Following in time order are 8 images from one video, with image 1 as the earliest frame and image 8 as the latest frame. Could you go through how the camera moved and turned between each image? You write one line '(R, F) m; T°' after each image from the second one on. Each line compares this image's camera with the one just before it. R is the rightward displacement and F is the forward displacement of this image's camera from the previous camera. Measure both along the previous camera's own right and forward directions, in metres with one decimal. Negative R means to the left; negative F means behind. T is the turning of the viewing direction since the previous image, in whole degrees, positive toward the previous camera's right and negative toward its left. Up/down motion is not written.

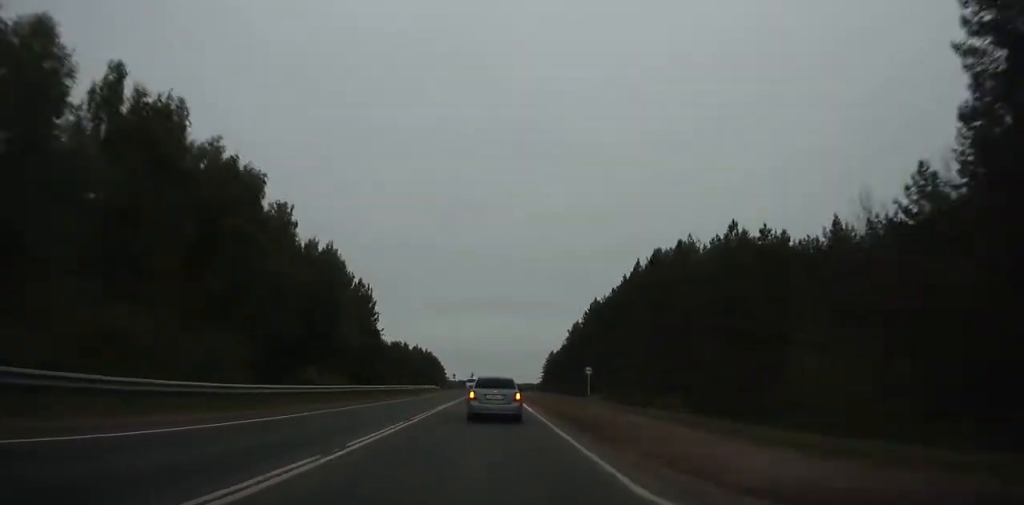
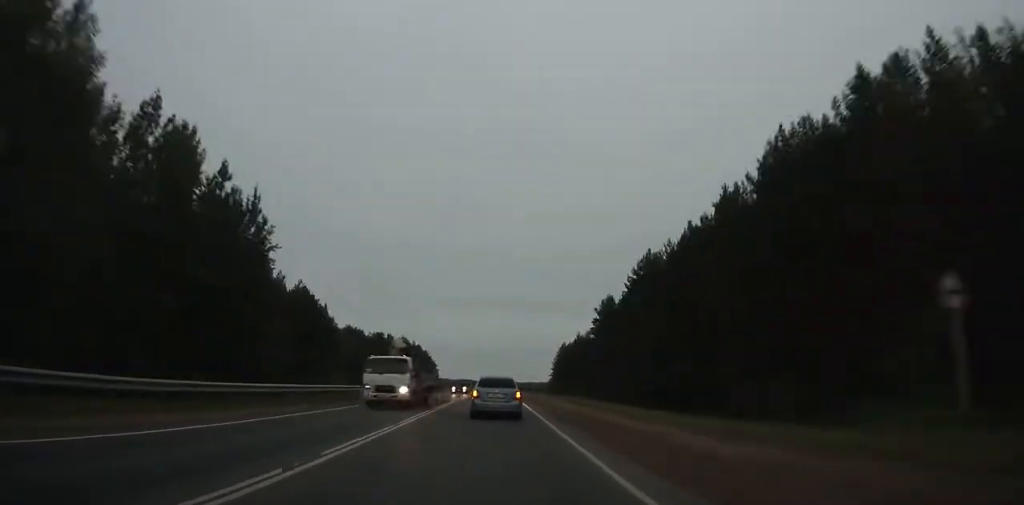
(+0.1, +40.5) m; 0°
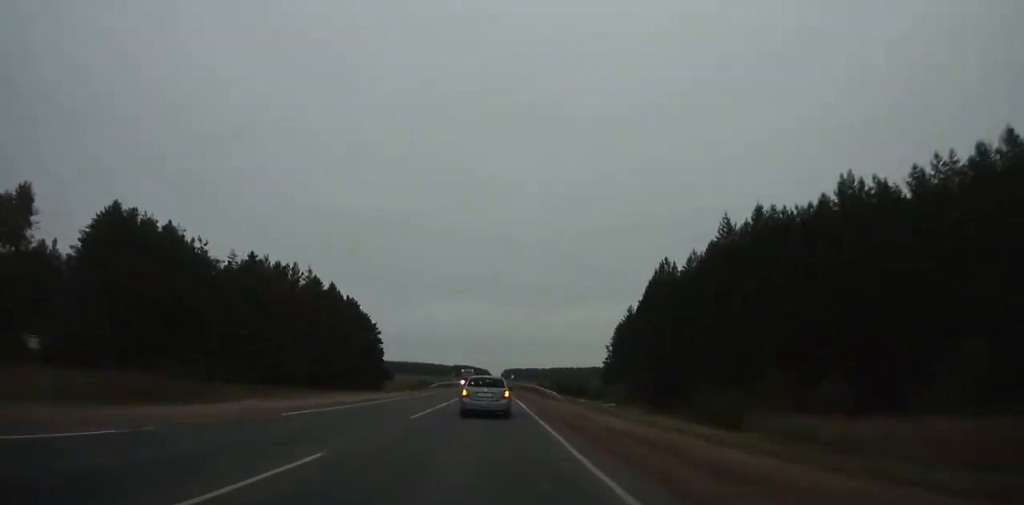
(+0.1, +122.0) m; 0°
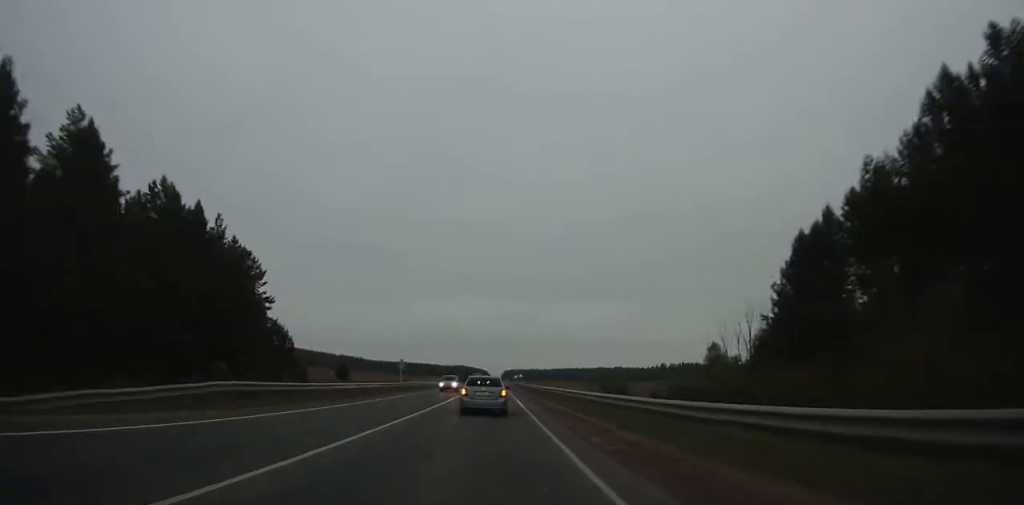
(-0.4, +71.9) m; -1°
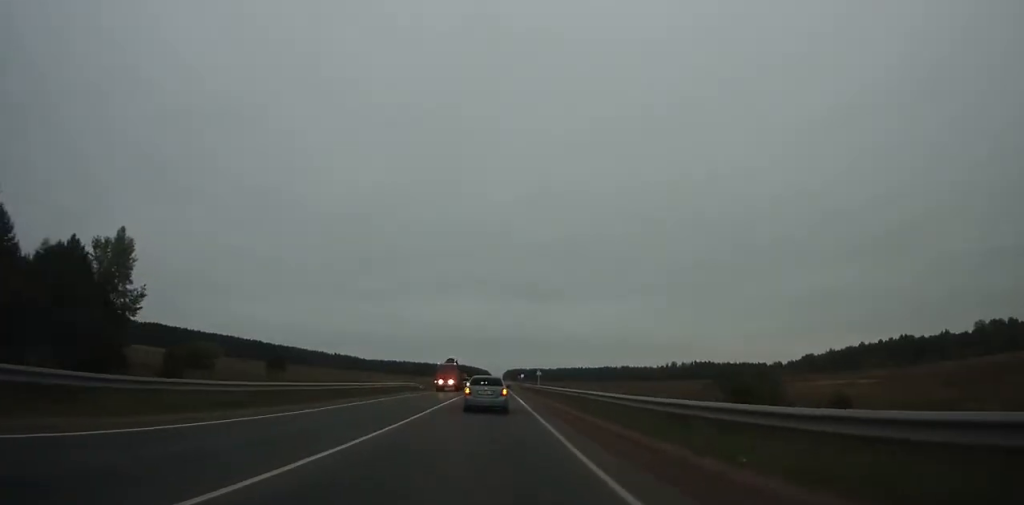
(0.0, +57.0) m; -1°
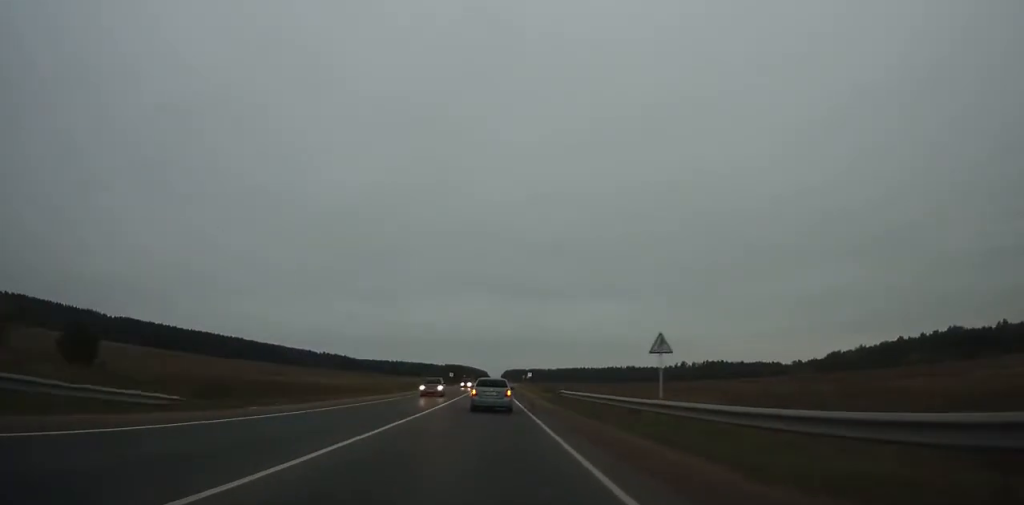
(-1.2, +60.8) m; -1°
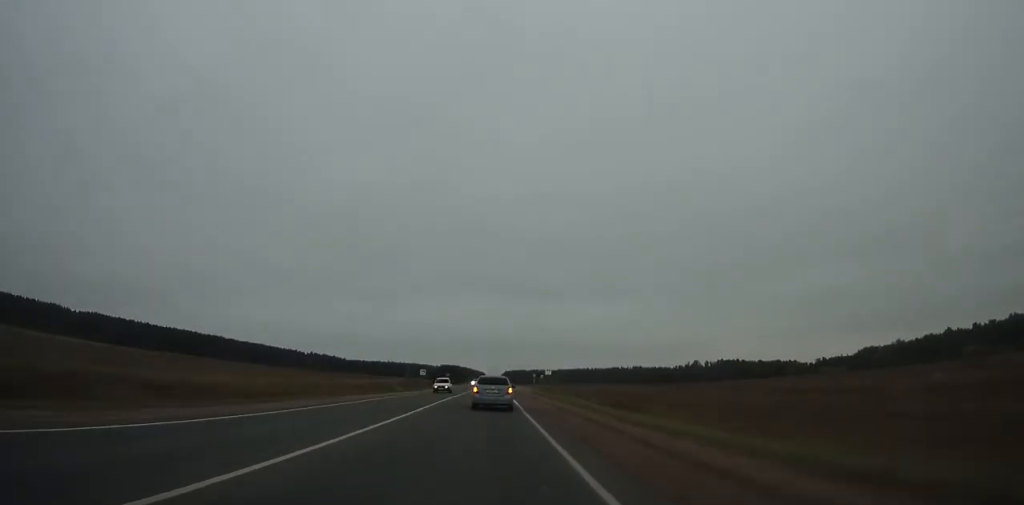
(+0.1, +61.9) m; 0°
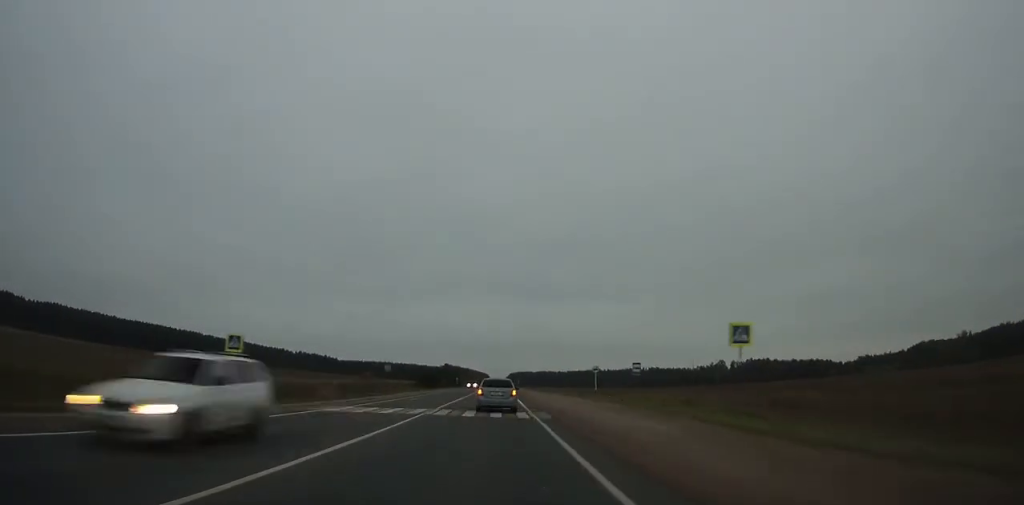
(+0.6, +77.6) m; +1°
